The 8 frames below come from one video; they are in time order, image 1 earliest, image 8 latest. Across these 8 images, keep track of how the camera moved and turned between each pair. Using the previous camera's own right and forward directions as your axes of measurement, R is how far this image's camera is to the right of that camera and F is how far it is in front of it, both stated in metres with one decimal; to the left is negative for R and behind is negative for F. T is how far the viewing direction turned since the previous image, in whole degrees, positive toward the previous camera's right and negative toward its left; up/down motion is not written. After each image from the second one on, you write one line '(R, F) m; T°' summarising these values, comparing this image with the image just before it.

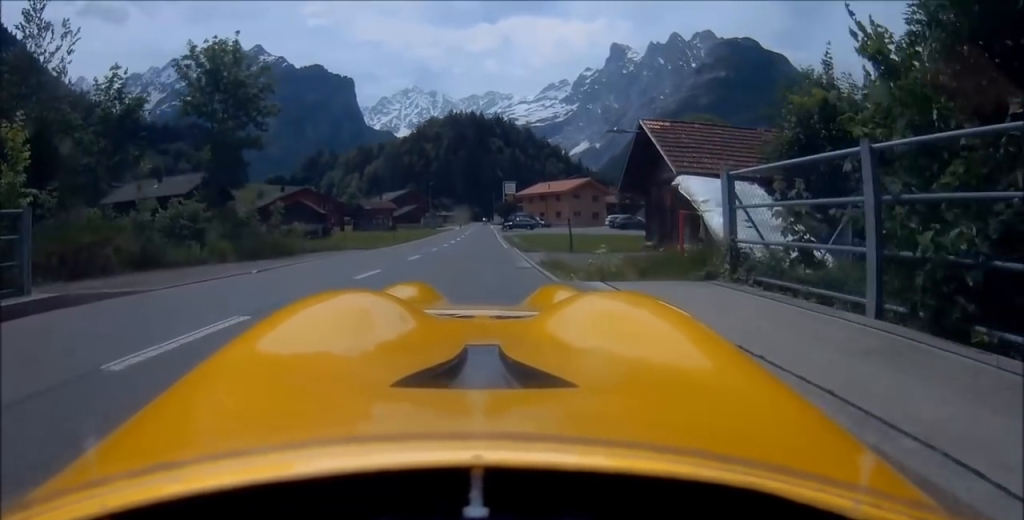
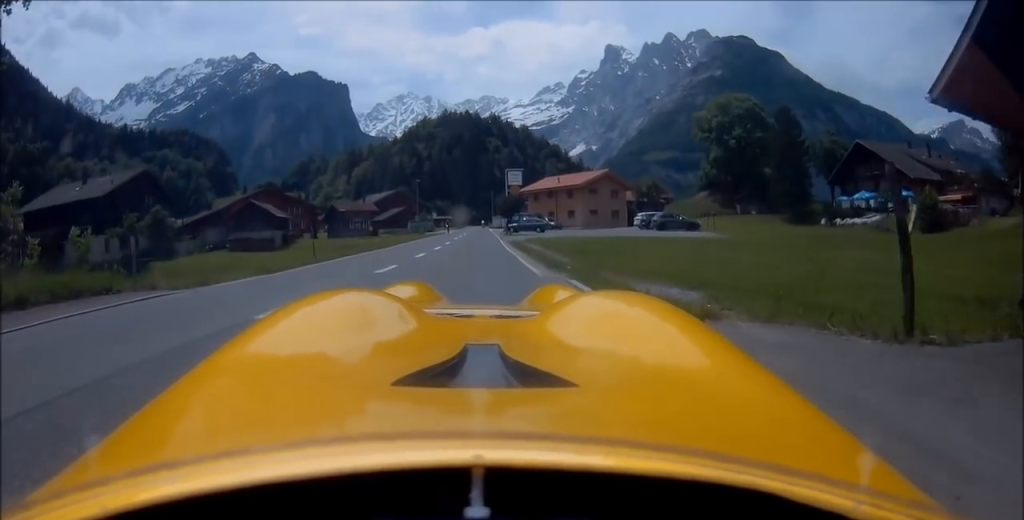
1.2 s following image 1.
(+0.1, +16.0) m; +1°
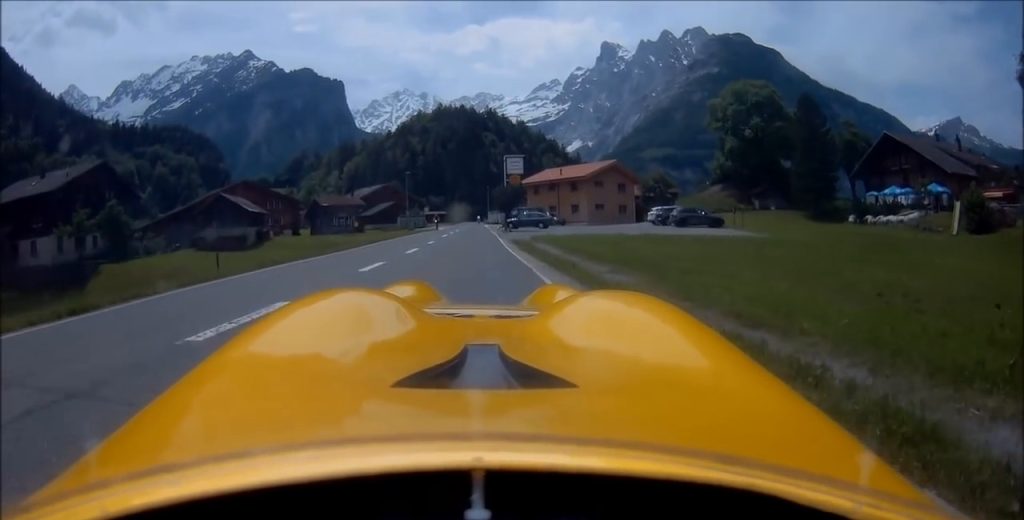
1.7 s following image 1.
(0.0, +6.8) m; +1°
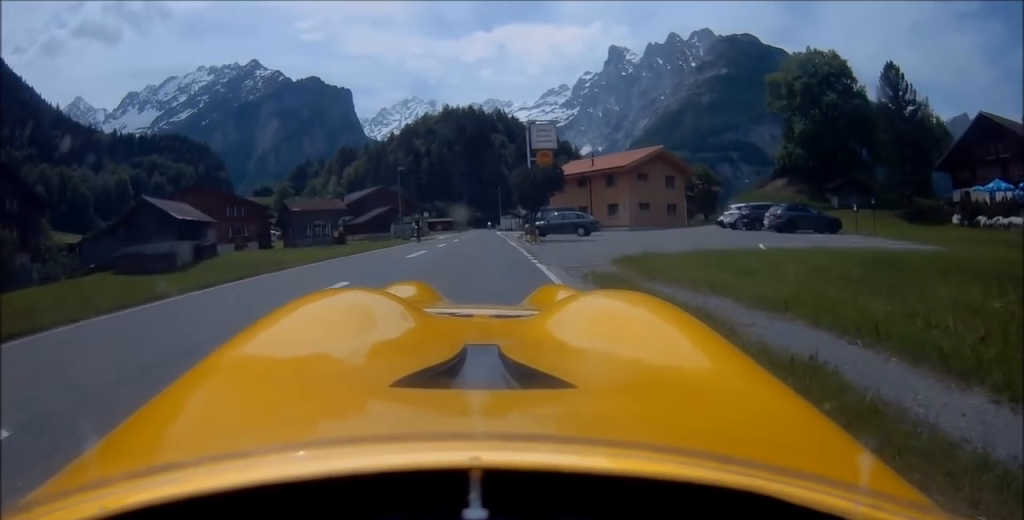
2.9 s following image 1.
(+0.1, +16.2) m; 0°
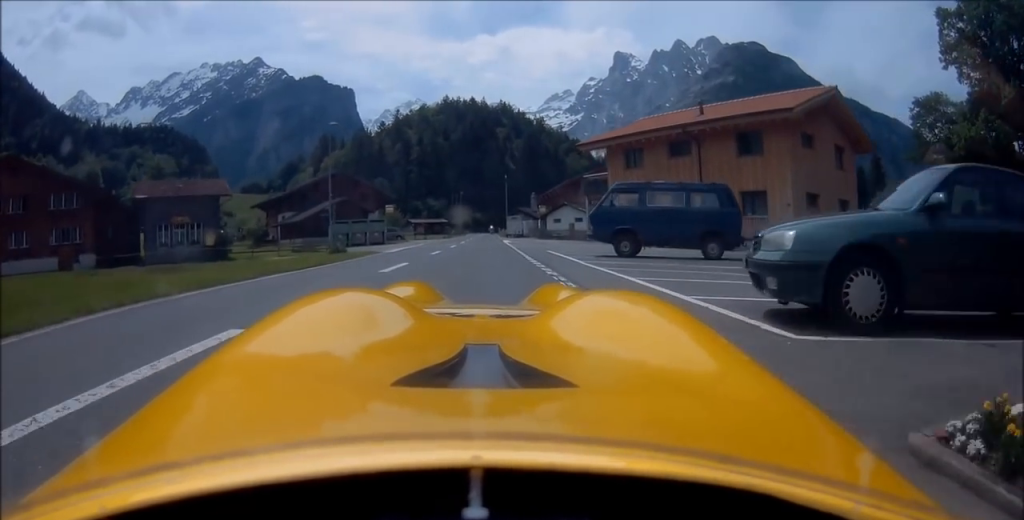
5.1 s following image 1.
(-0.5, +29.3) m; -2°
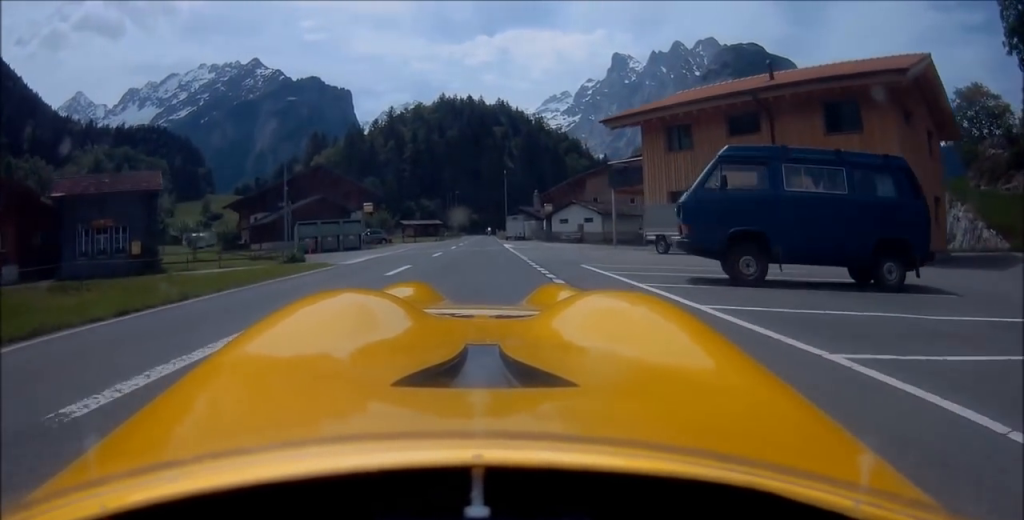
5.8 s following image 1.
(0.0, +7.5) m; 0°
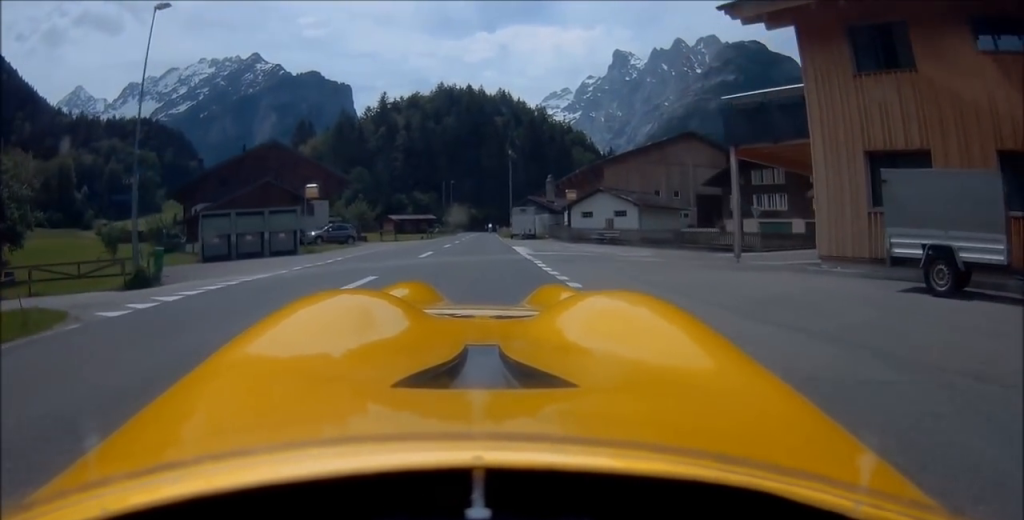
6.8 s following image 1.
(+0.2, +12.6) m; +1°
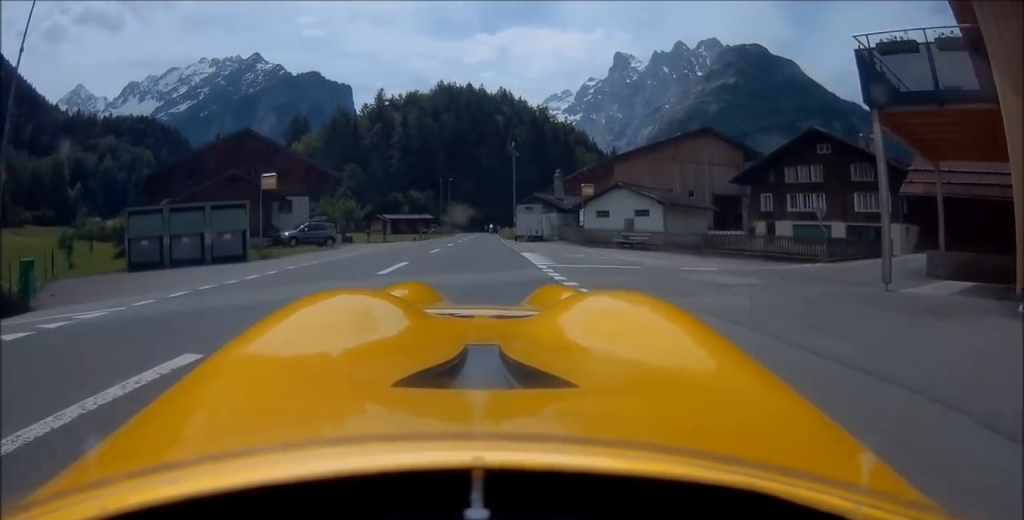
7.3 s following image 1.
(-0.1, +5.5) m; 0°
